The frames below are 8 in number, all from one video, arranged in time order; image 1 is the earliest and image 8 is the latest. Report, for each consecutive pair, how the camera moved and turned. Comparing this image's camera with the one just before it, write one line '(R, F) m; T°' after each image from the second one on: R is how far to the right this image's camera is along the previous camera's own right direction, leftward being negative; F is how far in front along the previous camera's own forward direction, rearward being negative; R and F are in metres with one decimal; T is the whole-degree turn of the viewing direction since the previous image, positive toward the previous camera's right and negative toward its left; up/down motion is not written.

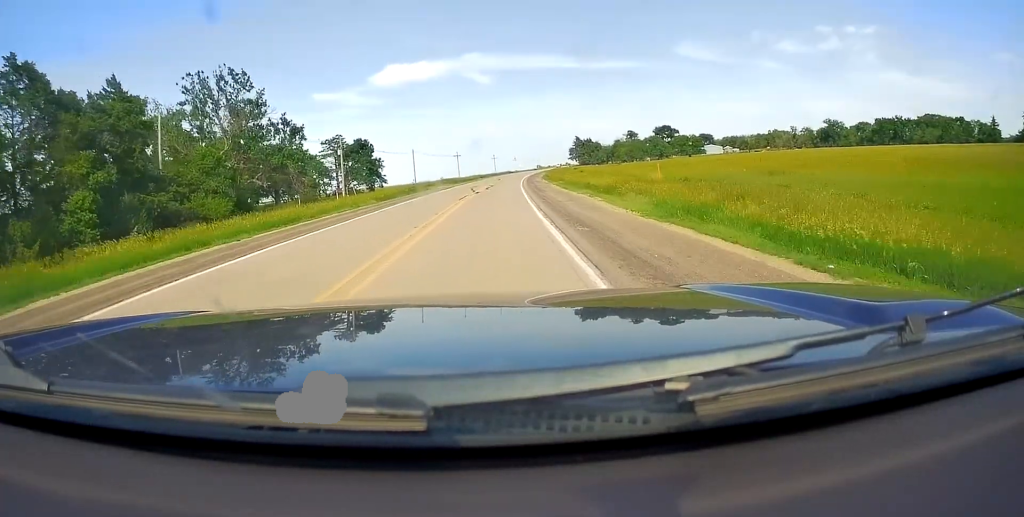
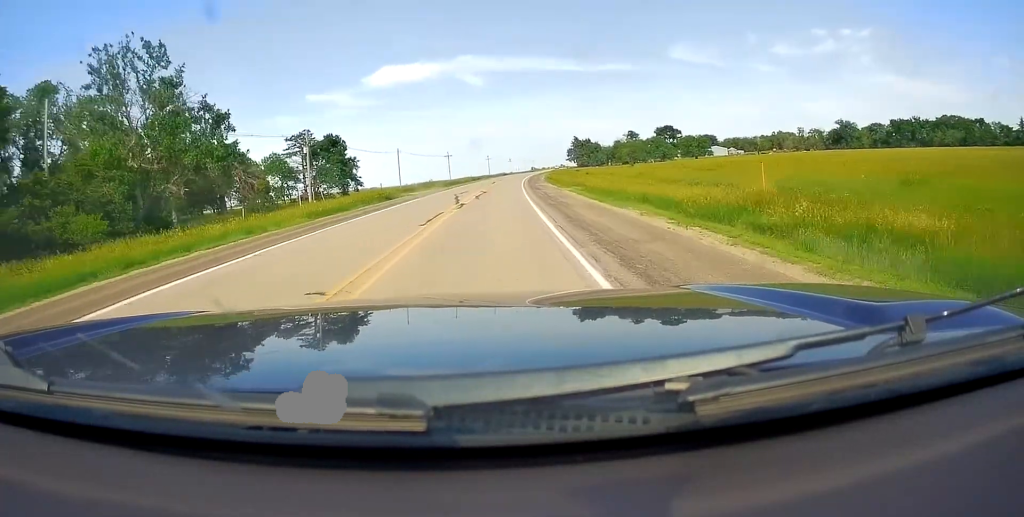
(-0.1, +14.7) m; 0°
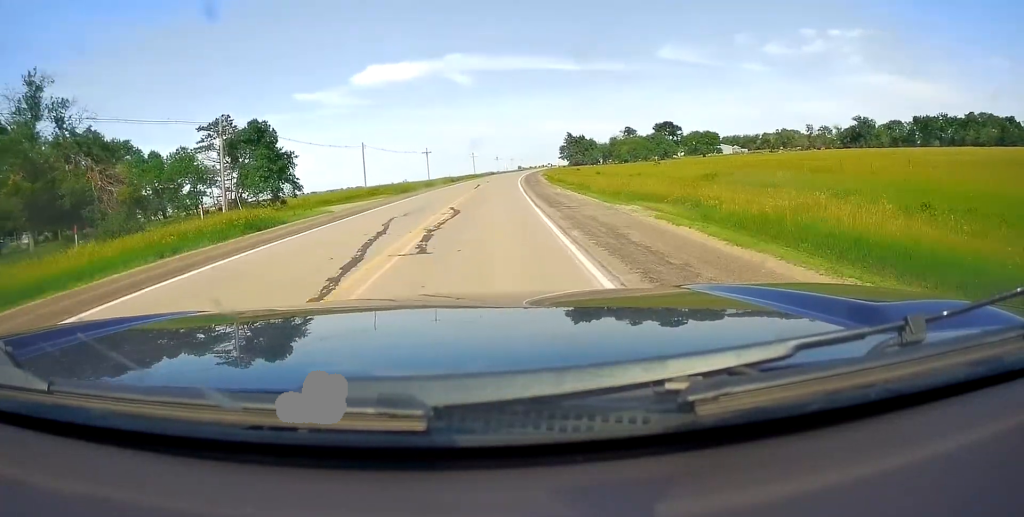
(+0.4, +23.4) m; +1°
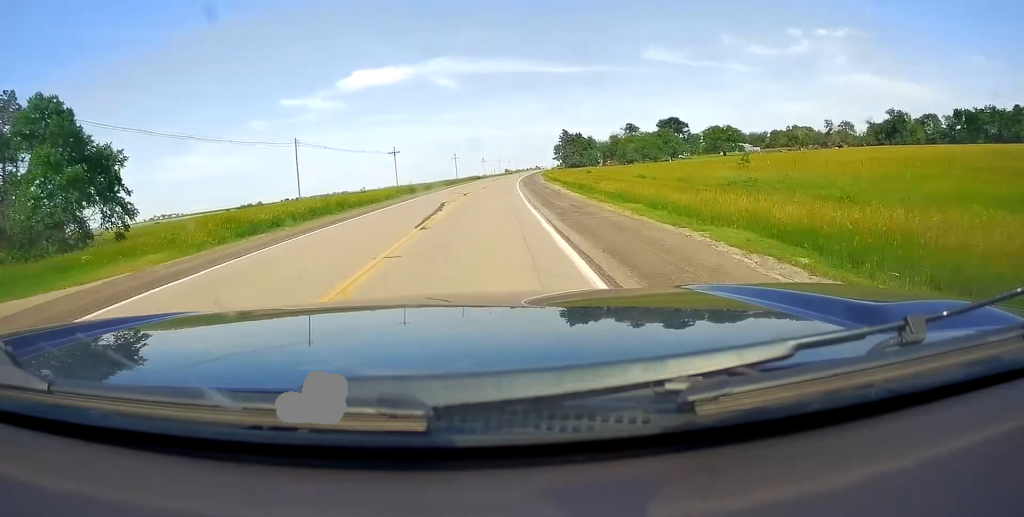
(+0.2, +31.5) m; +2°
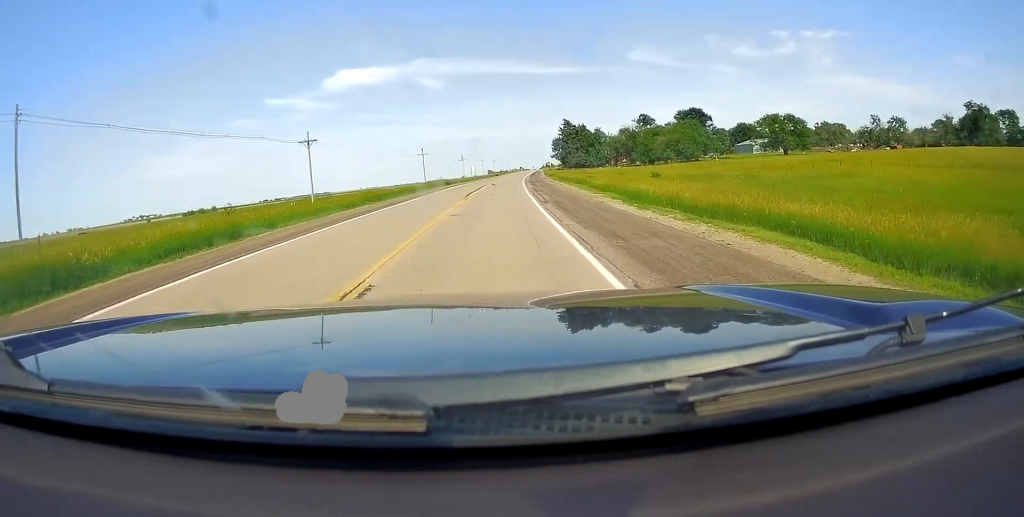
(+1.8, +49.4) m; +2°
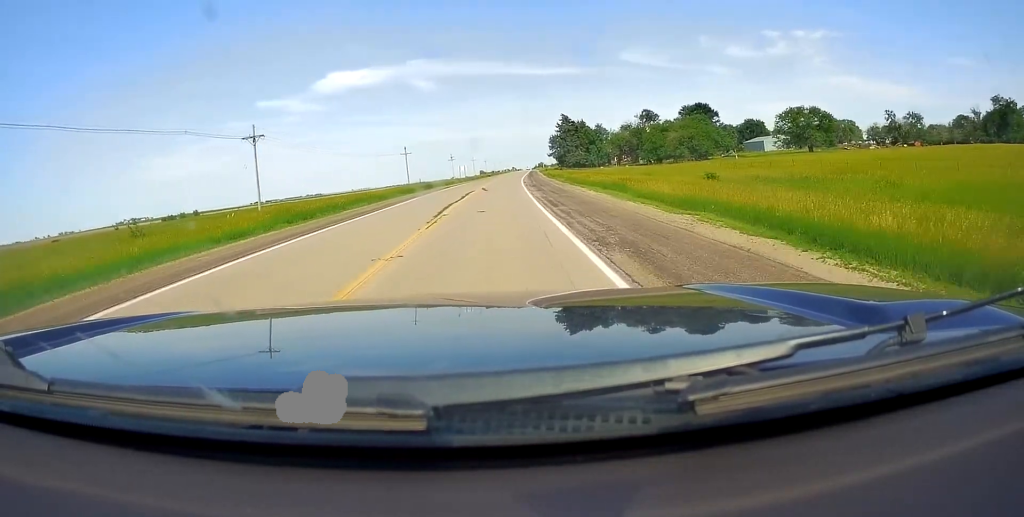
(0.0, +15.3) m; 0°
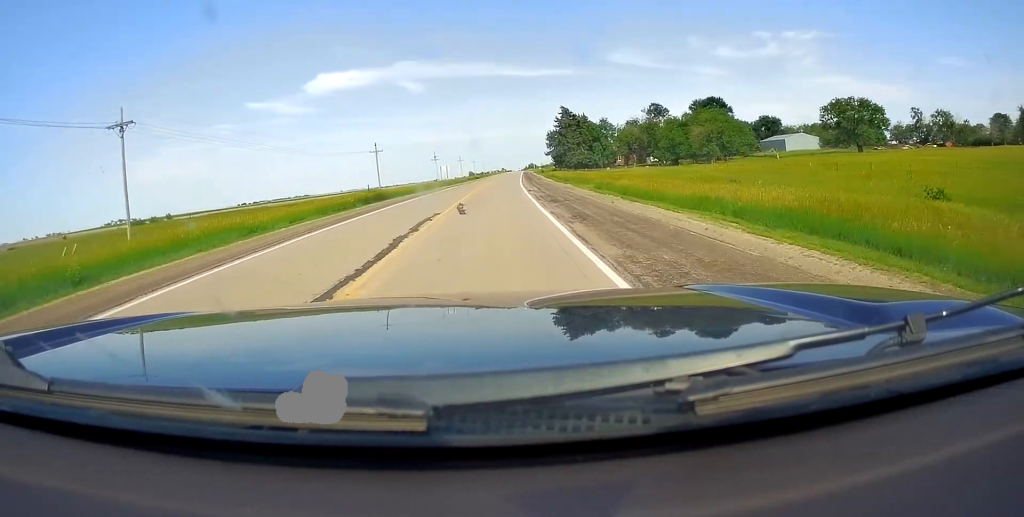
(0.0, +21.9) m; 0°
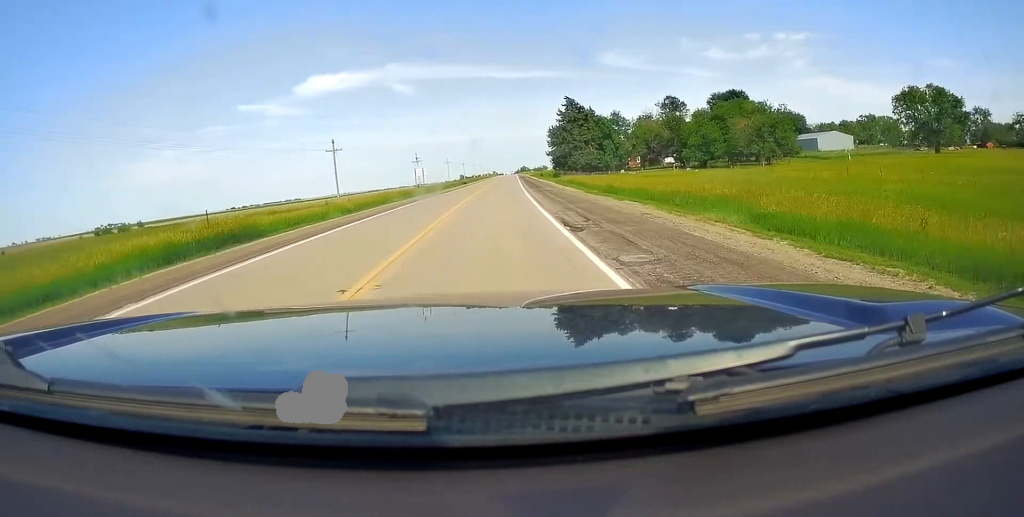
(0.0, +23.4) m; +1°
